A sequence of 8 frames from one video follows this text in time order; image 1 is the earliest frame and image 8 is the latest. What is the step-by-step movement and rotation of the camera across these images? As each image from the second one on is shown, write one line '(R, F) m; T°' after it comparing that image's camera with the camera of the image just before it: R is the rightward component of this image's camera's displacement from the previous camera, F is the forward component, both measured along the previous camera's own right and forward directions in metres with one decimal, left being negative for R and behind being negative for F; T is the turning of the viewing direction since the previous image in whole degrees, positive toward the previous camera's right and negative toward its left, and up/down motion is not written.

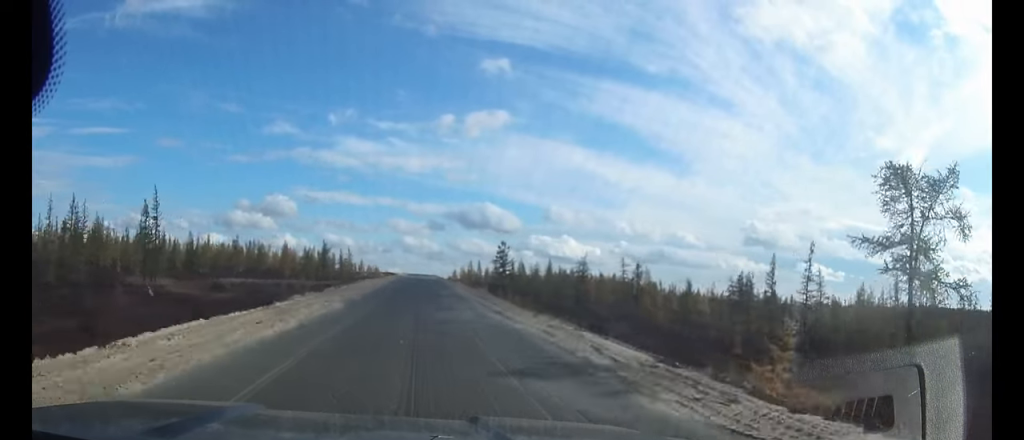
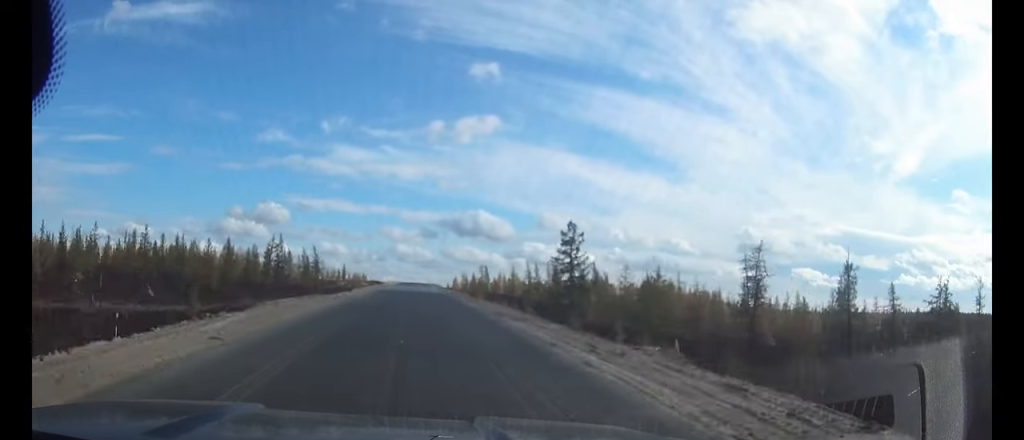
(+0.1, +39.9) m; 0°
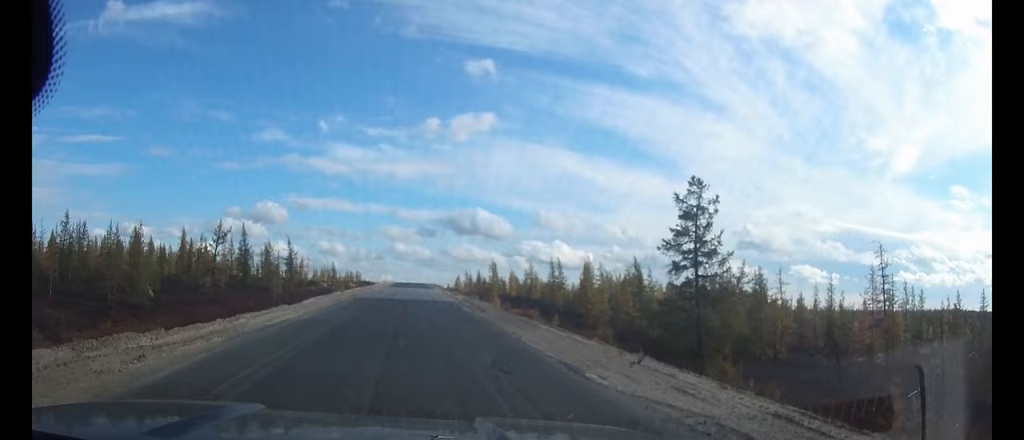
(0.0, +20.5) m; 0°
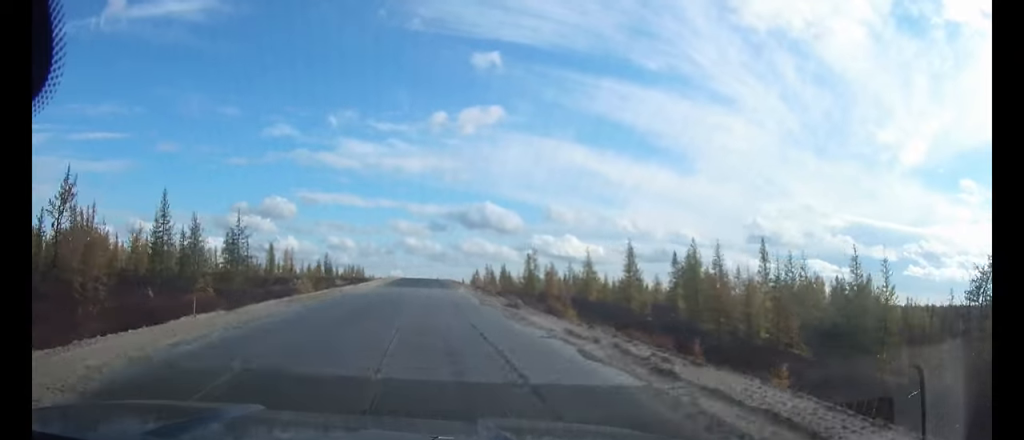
(-0.1, +29.6) m; 0°
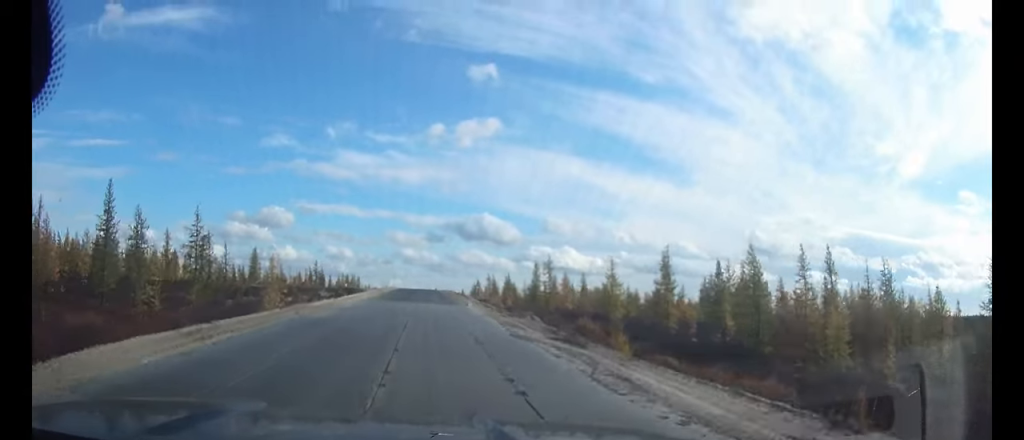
(0.0, +11.9) m; 0°
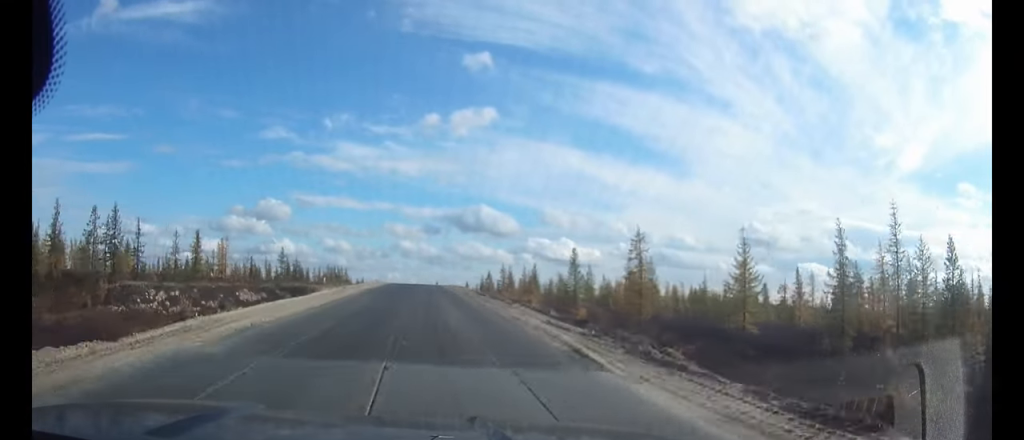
(0.0, +31.3) m; 0°
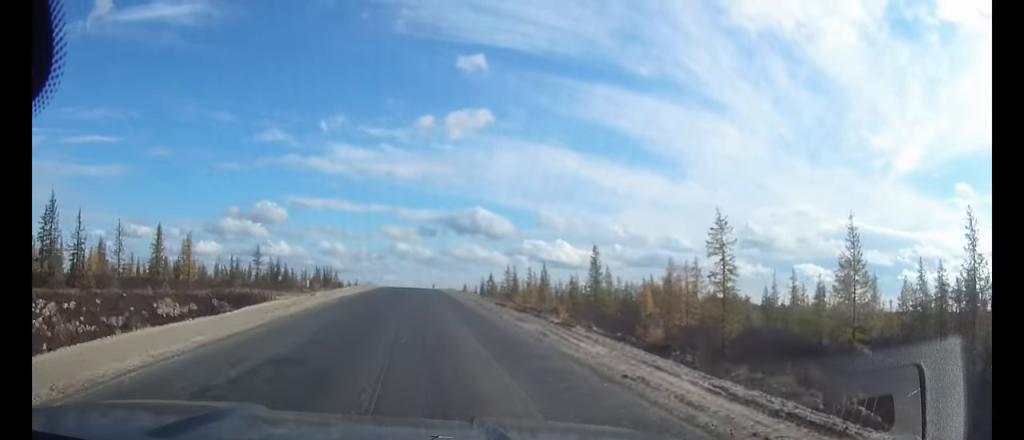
(+0.1, +13.3) m; 0°
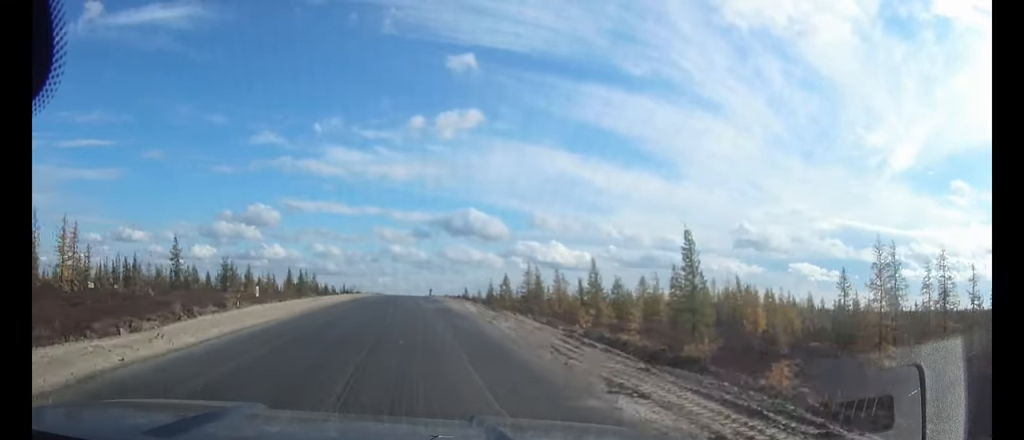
(0.0, +28.4) m; 0°
